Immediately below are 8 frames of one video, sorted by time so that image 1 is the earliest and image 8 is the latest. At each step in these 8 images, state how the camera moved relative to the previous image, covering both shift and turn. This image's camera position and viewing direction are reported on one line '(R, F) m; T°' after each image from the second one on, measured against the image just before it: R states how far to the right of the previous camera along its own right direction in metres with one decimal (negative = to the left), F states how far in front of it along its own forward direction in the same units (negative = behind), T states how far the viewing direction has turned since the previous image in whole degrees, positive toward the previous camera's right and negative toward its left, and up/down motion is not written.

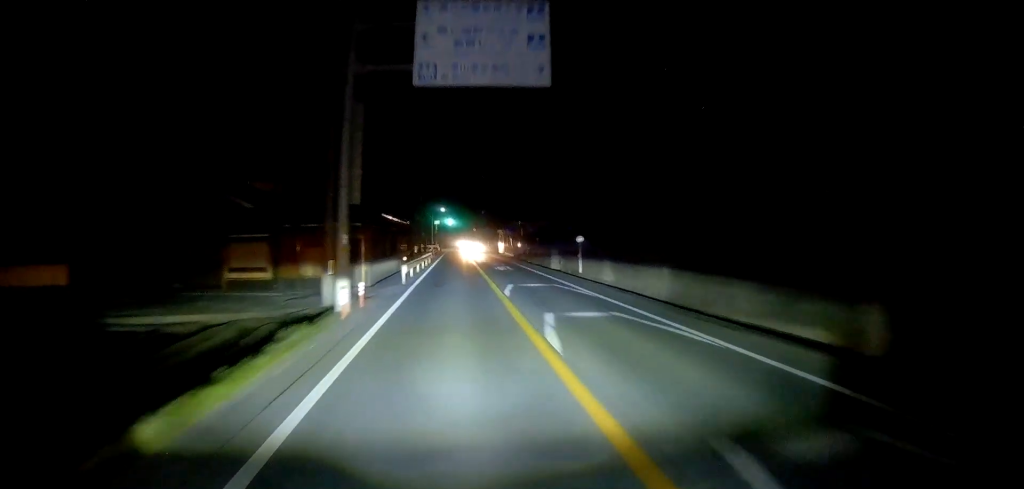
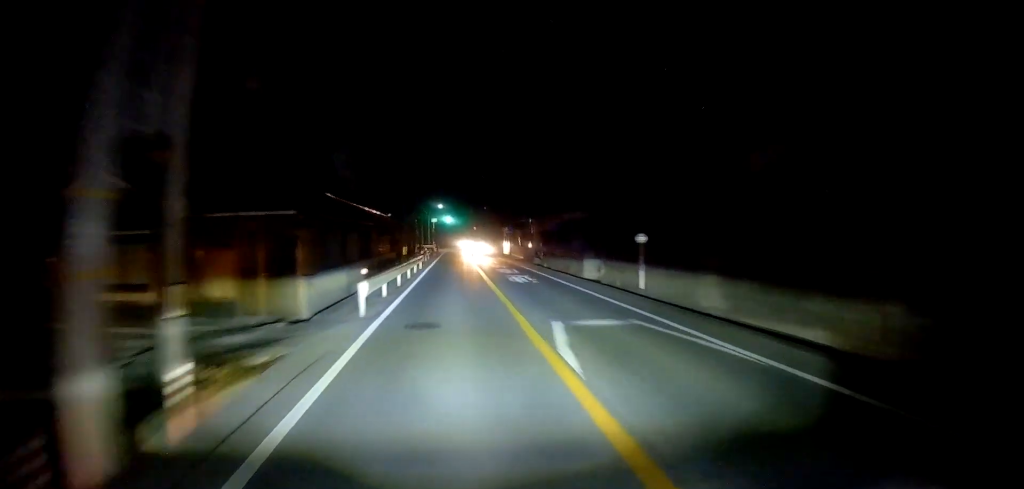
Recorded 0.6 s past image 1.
(+0.1, +9.2) m; 0°
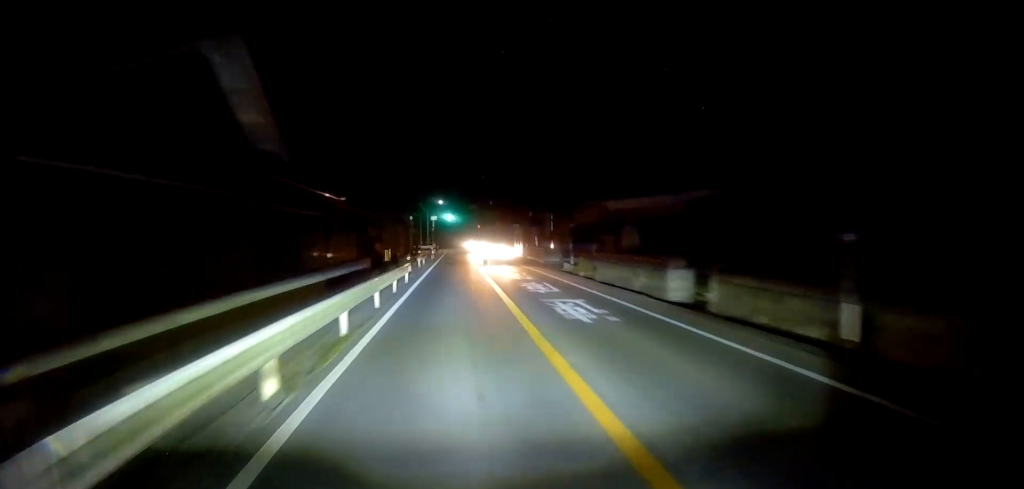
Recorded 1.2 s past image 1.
(+0.1, +10.7) m; +1°
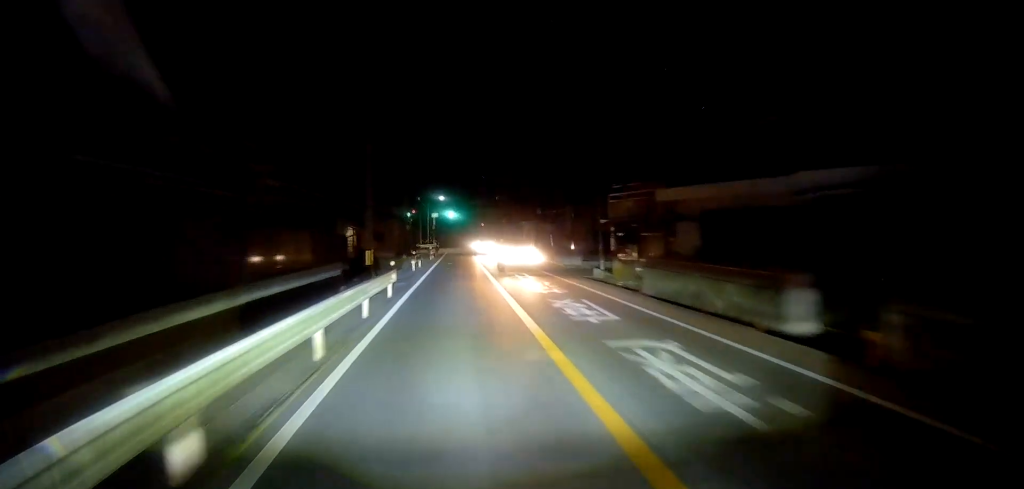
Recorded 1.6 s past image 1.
(0.0, +6.3) m; 0°
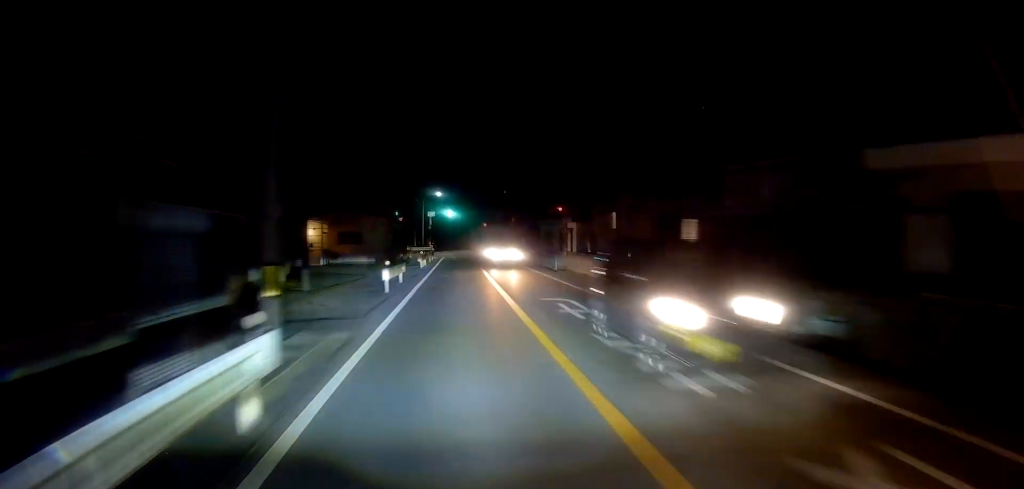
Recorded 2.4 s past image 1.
(0.0, +11.5) m; 0°
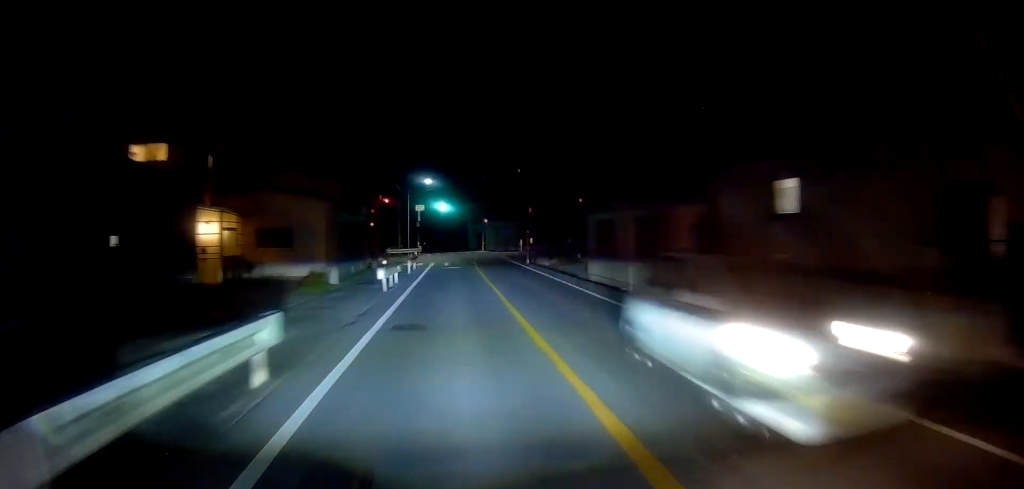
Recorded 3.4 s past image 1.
(0.0, +15.8) m; 0°
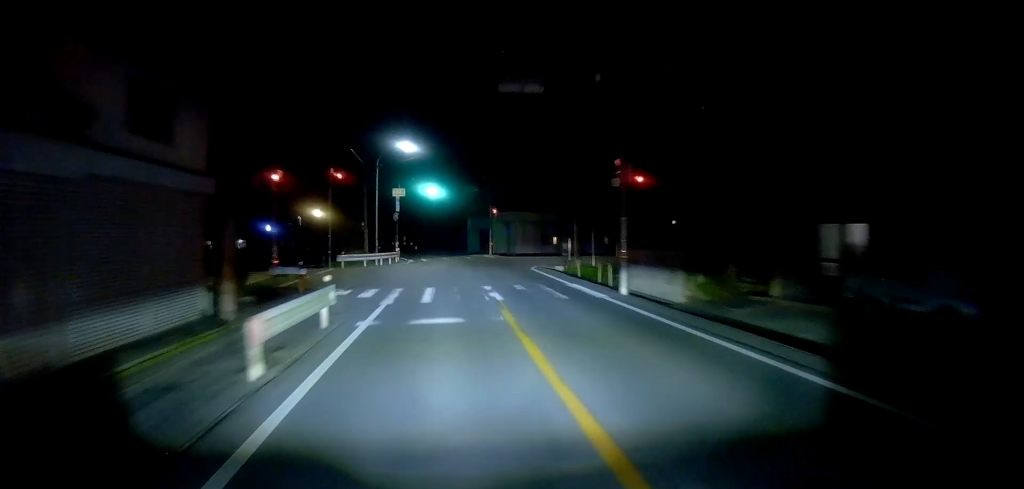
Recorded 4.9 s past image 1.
(+0.4, +22.2) m; -1°
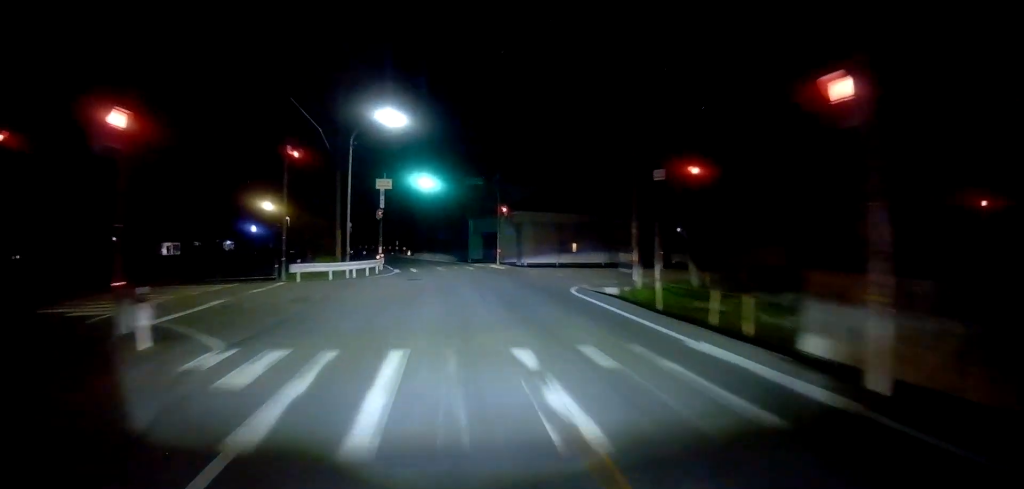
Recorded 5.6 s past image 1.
(-0.3, +10.1) m; -1°
